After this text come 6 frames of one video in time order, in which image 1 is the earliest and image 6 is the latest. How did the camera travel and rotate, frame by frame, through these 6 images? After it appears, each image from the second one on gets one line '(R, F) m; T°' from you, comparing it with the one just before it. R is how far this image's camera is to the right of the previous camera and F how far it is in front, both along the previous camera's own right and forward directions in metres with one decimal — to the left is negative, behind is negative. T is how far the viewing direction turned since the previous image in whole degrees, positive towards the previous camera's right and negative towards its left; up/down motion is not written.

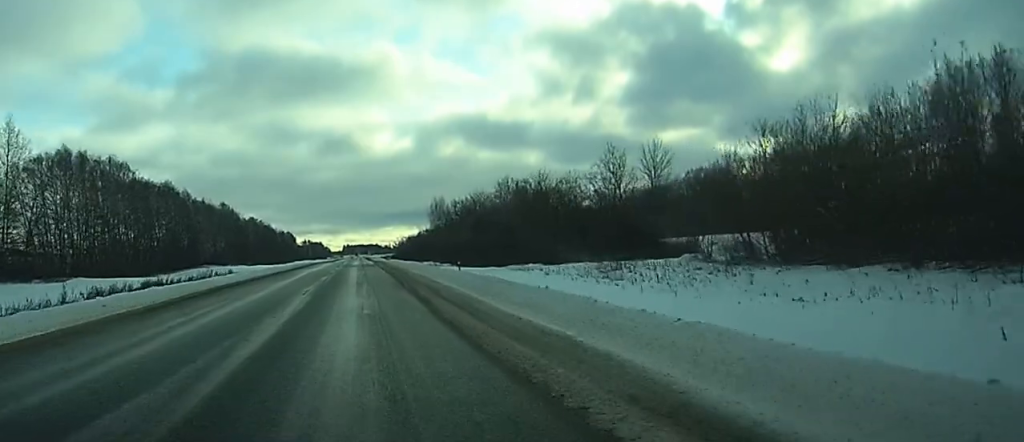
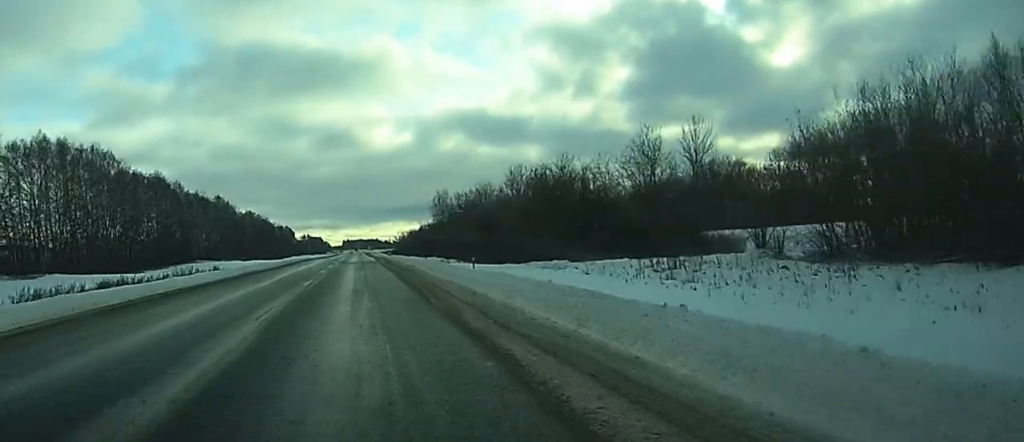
(0.0, +11.2) m; 0°
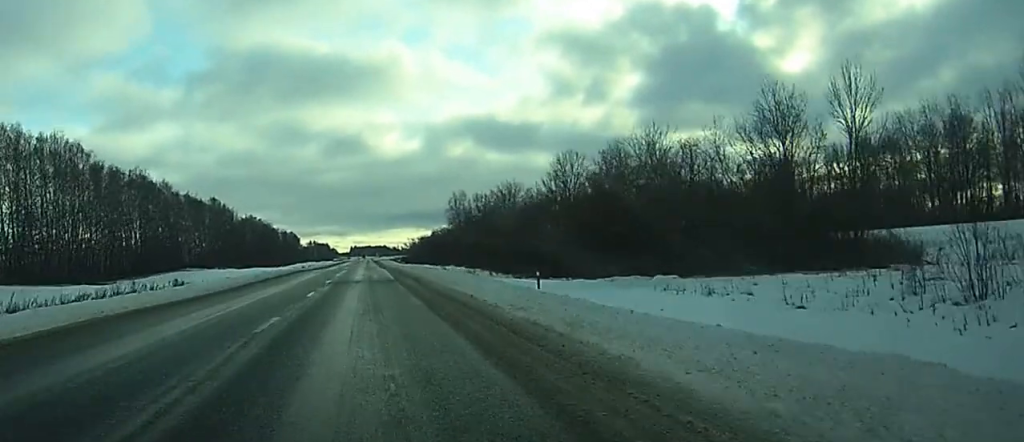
(-0.1, +24.9) m; 0°
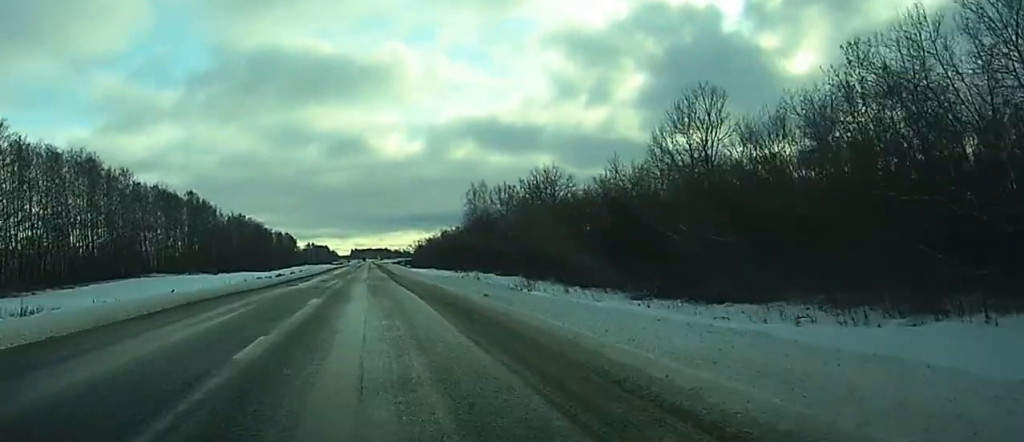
(-0.1, +38.5) m; 0°
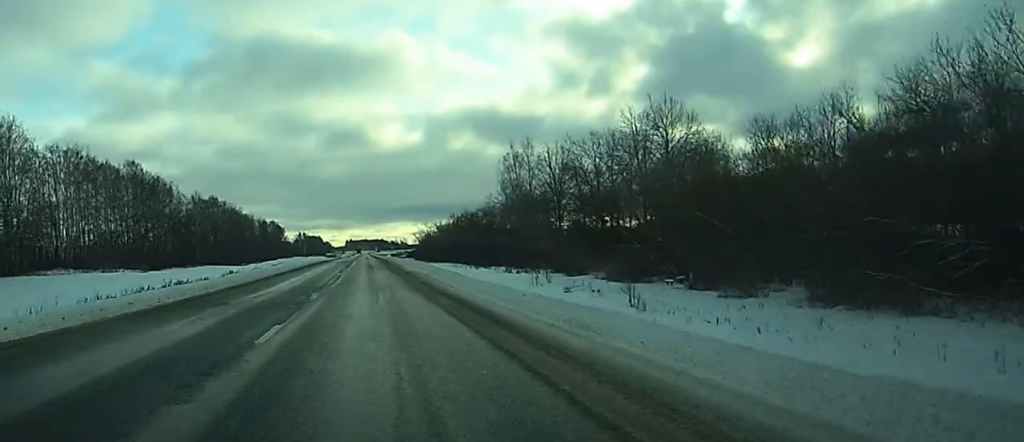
(0.0, +57.7) m; +6°
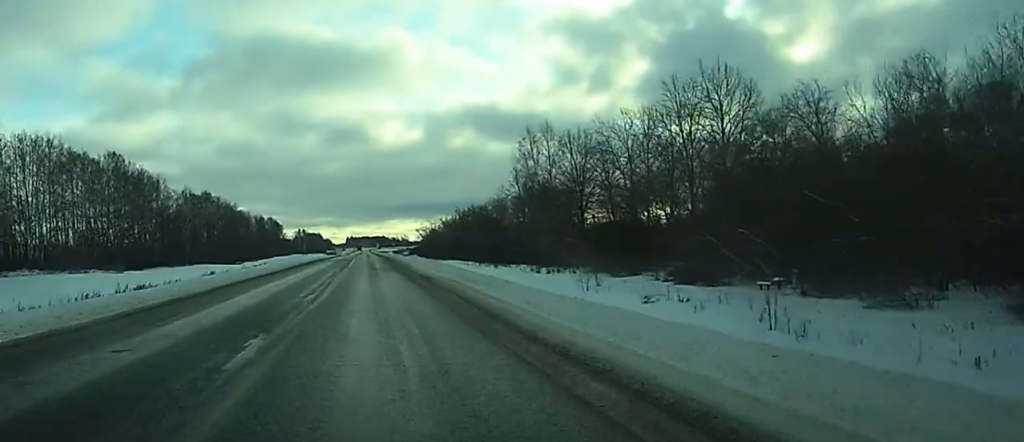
(+0.1, +14.1) m; +3°
